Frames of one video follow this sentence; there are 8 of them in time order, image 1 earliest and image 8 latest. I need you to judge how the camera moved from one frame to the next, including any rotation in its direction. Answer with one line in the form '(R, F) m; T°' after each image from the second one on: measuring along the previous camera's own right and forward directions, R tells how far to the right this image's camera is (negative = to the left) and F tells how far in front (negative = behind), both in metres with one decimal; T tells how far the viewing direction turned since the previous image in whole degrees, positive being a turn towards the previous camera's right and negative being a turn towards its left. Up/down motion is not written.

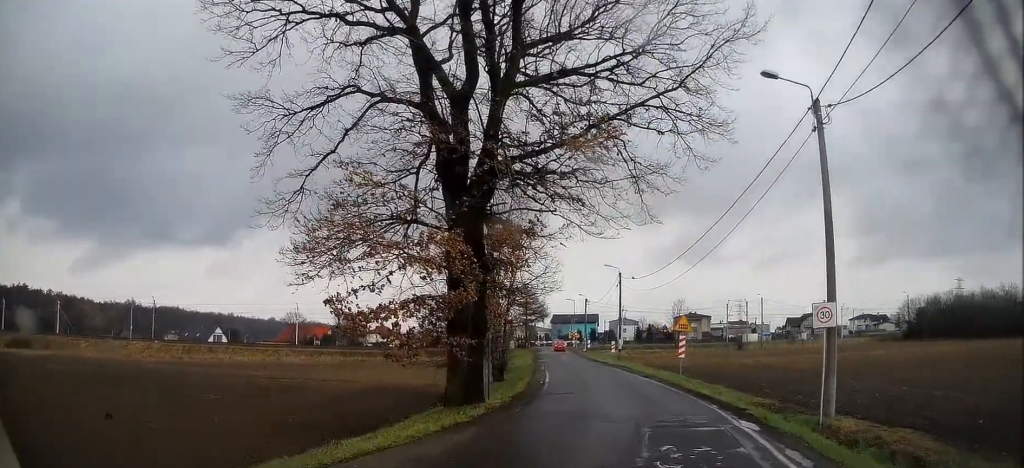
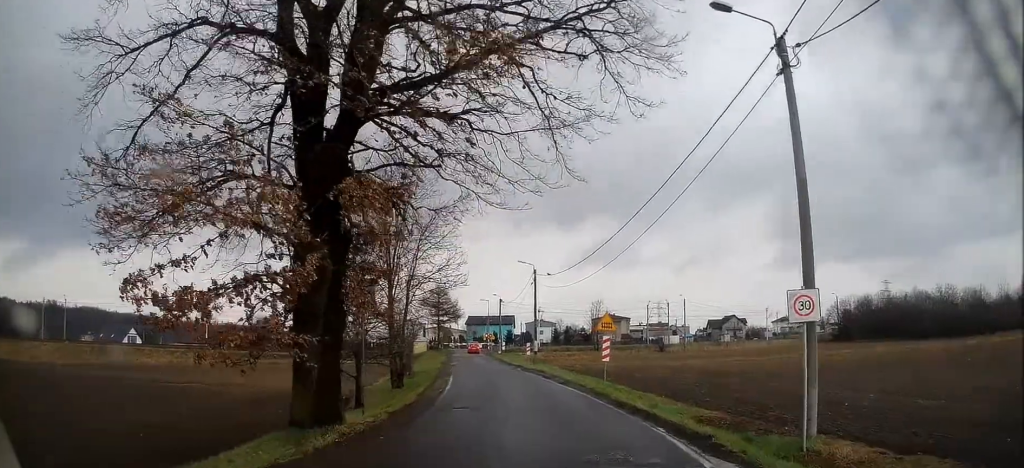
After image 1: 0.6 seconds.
(0.0, +3.9) m; +1°
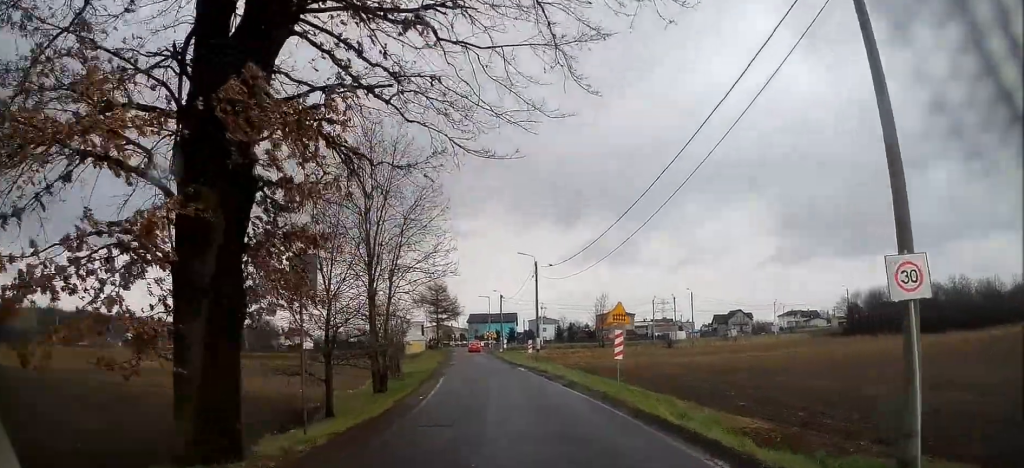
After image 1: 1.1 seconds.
(0.0, +3.6) m; +1°
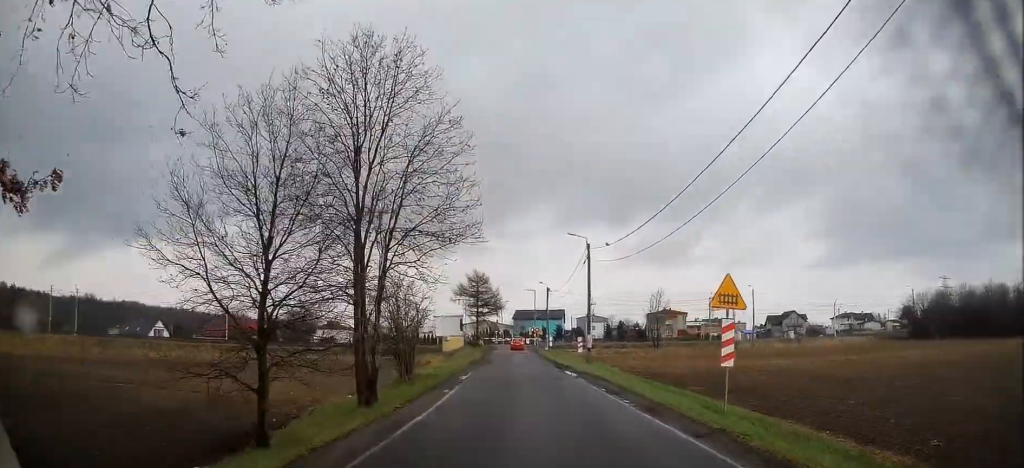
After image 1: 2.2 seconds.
(+0.2, +7.8) m; +1°
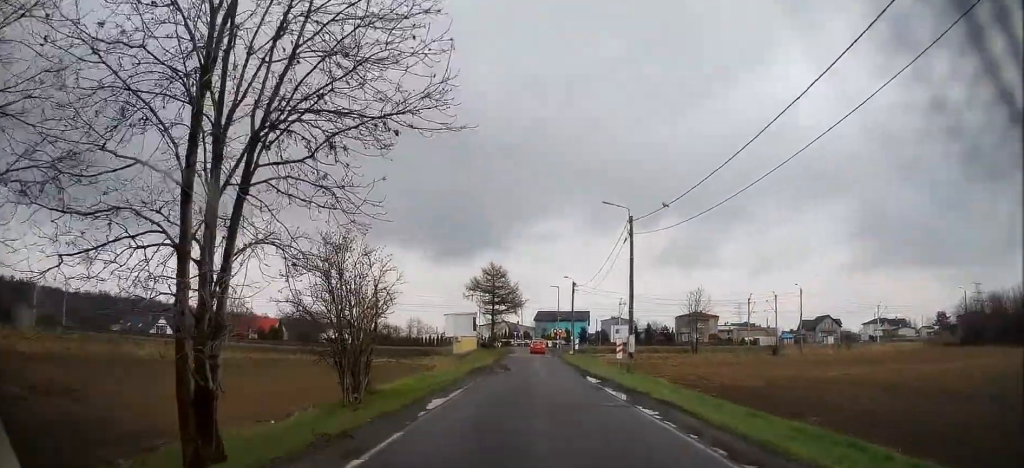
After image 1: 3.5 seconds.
(-0.2, +10.2) m; -2°
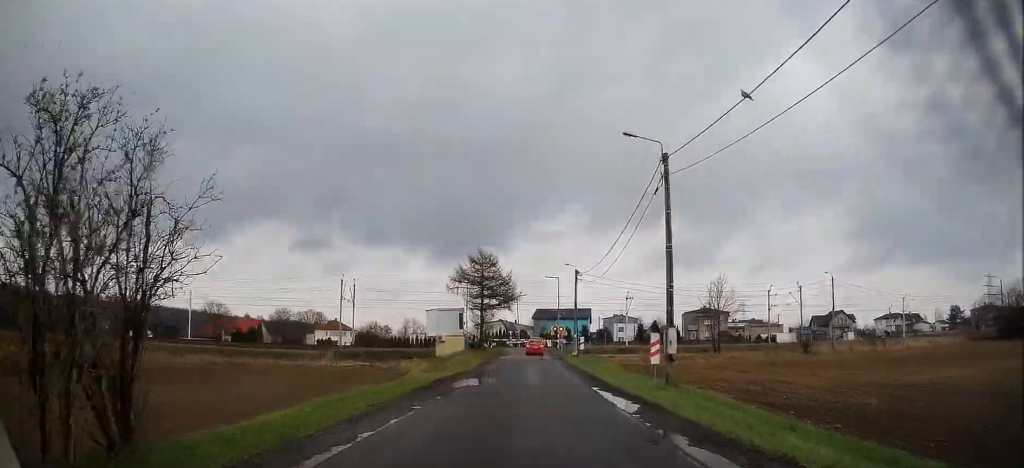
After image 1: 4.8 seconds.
(0.0, +10.4) m; 0°
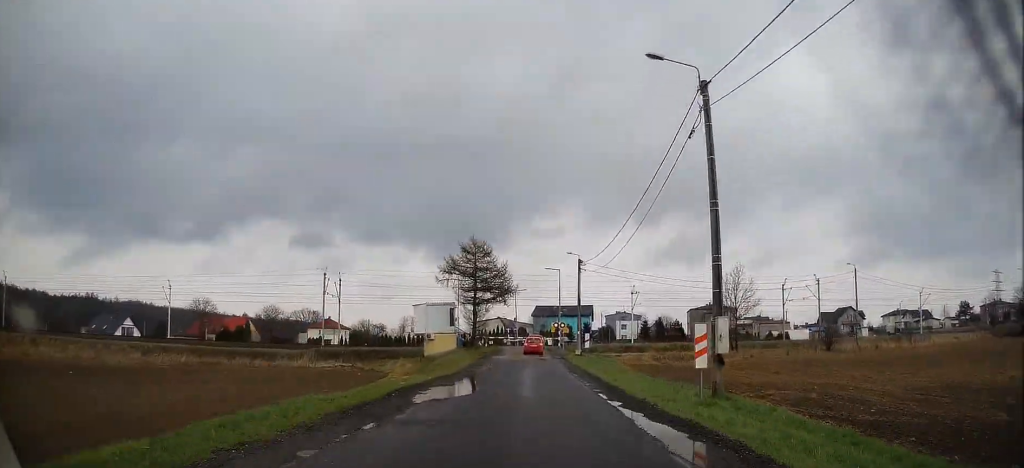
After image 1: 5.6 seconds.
(0.0, +6.0) m; -1°
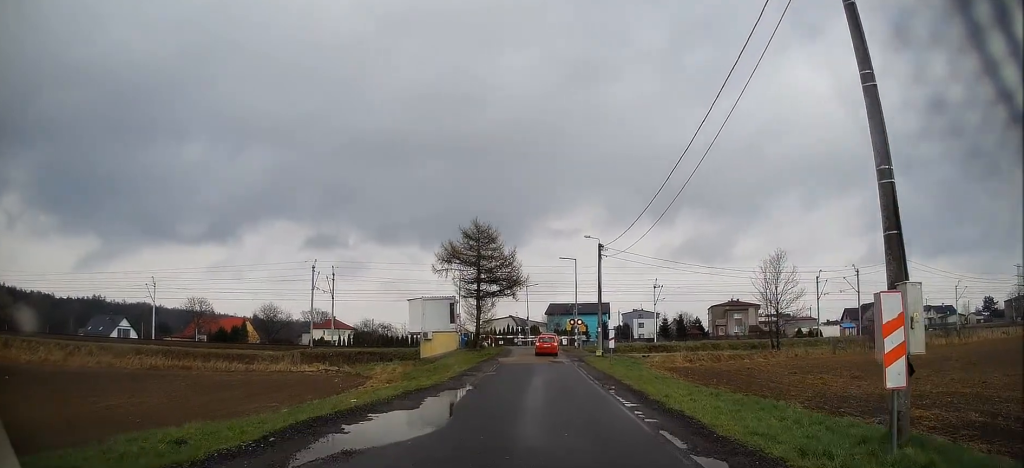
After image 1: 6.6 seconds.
(-0.1, +7.6) m; -1°
